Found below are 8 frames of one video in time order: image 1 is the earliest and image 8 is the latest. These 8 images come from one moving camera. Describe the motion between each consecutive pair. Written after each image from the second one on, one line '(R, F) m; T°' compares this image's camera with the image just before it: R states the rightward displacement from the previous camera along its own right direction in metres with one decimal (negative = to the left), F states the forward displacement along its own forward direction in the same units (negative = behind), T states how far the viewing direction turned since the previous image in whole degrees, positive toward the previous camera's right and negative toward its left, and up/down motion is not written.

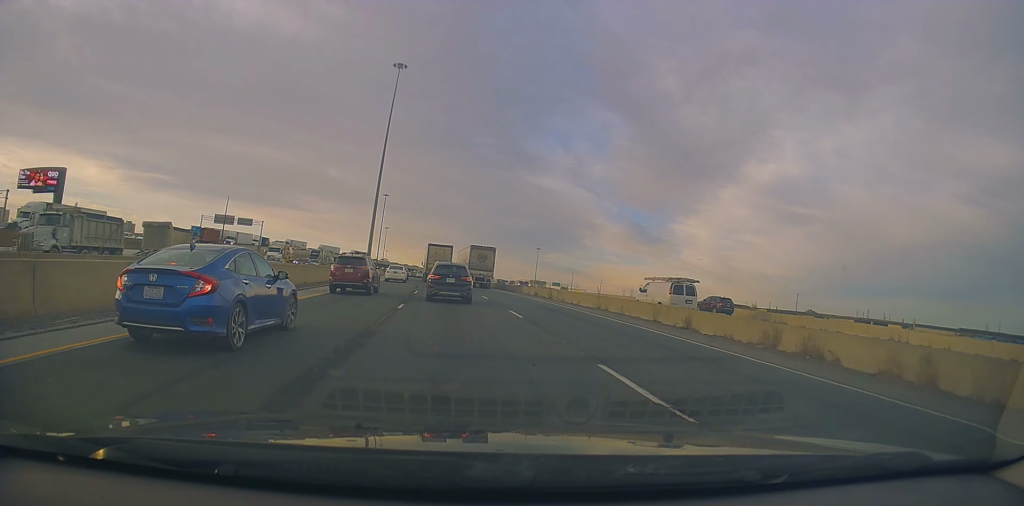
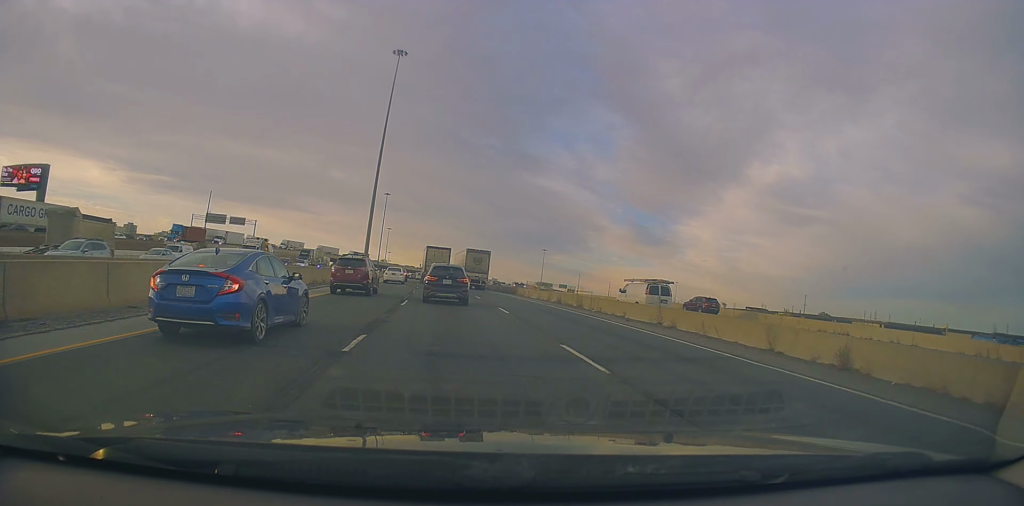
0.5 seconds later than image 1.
(0.0, +9.5) m; 0°
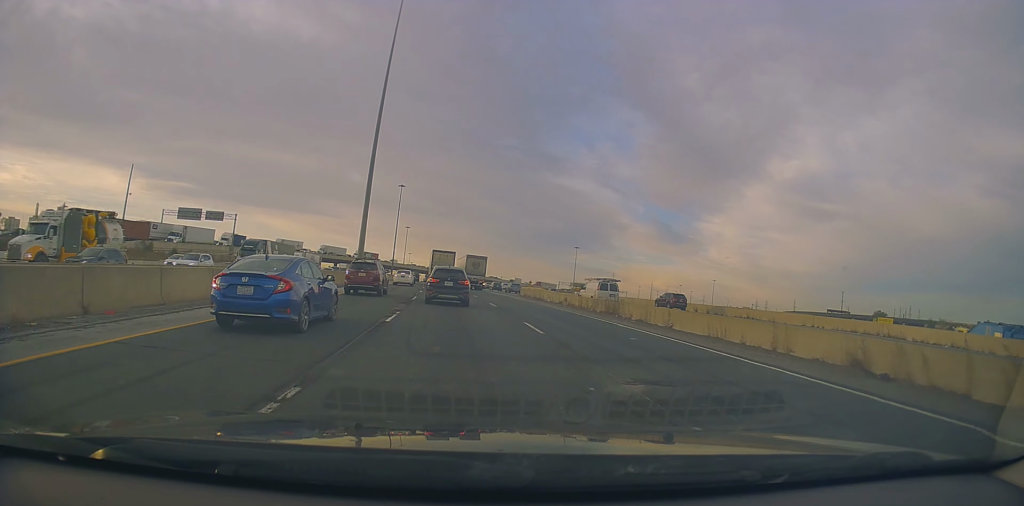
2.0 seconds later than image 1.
(-0.6, +29.7) m; -3°
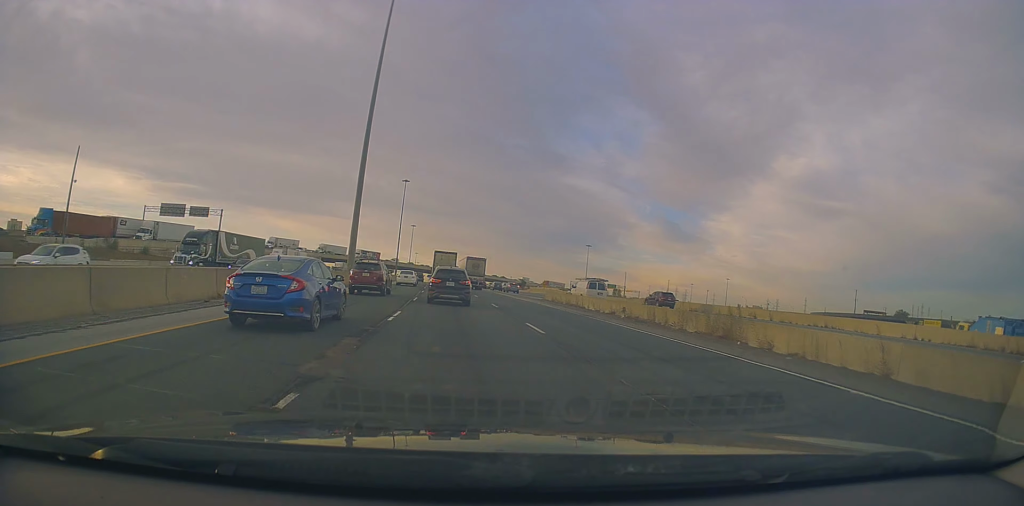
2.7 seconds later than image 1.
(-0.2, +11.5) m; -1°
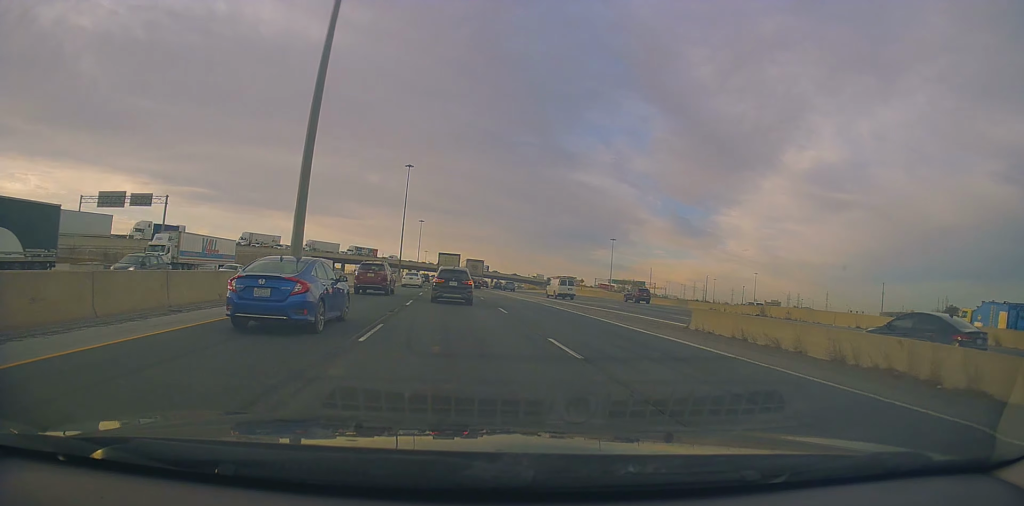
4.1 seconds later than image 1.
(-0.3, +27.4) m; -1°
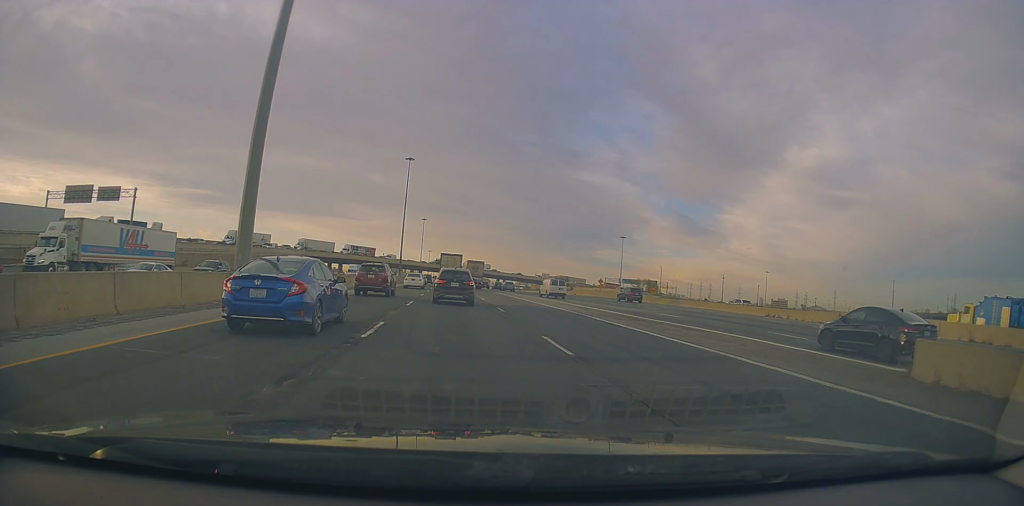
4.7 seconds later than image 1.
(-0.1, +10.9) m; 0°
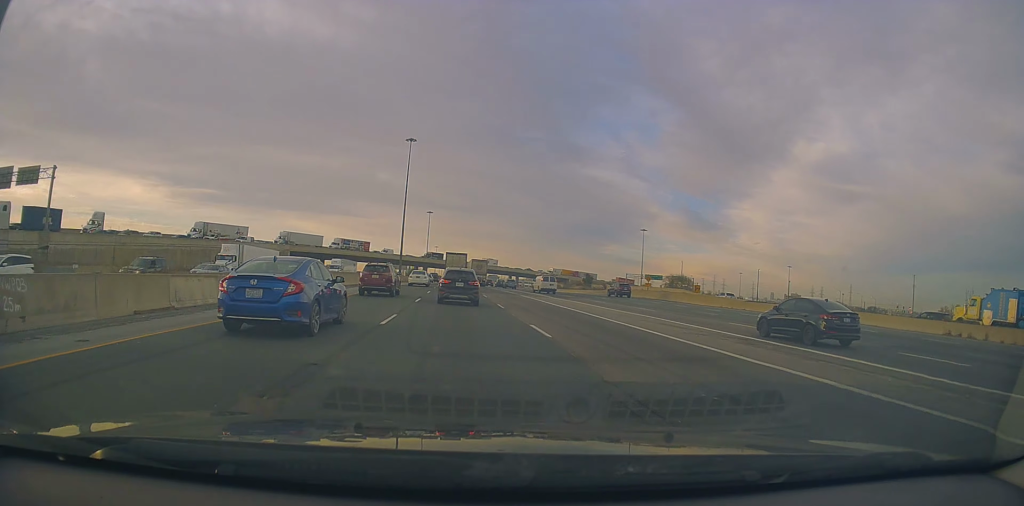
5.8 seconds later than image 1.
(0.0, +21.1) m; 0°
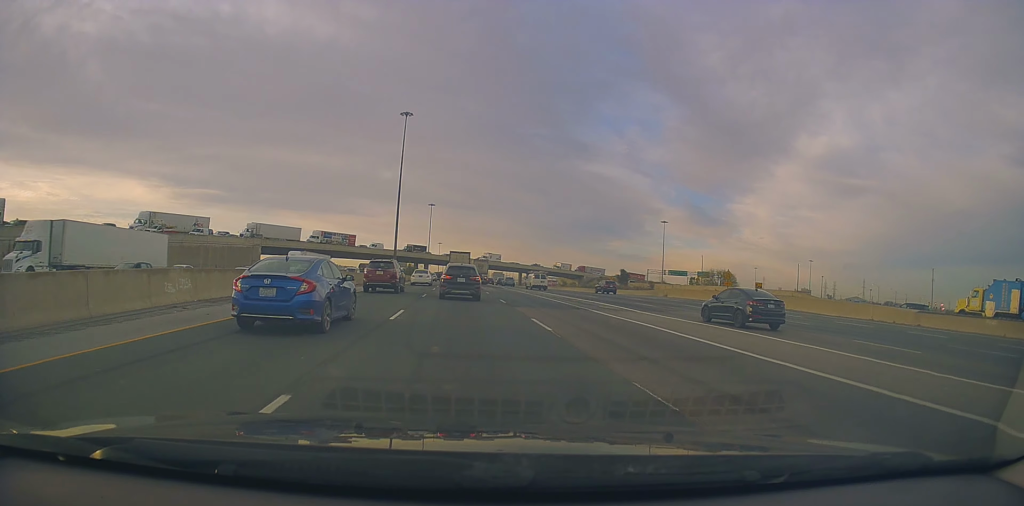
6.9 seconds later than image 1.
(0.0, +22.8) m; 0°
